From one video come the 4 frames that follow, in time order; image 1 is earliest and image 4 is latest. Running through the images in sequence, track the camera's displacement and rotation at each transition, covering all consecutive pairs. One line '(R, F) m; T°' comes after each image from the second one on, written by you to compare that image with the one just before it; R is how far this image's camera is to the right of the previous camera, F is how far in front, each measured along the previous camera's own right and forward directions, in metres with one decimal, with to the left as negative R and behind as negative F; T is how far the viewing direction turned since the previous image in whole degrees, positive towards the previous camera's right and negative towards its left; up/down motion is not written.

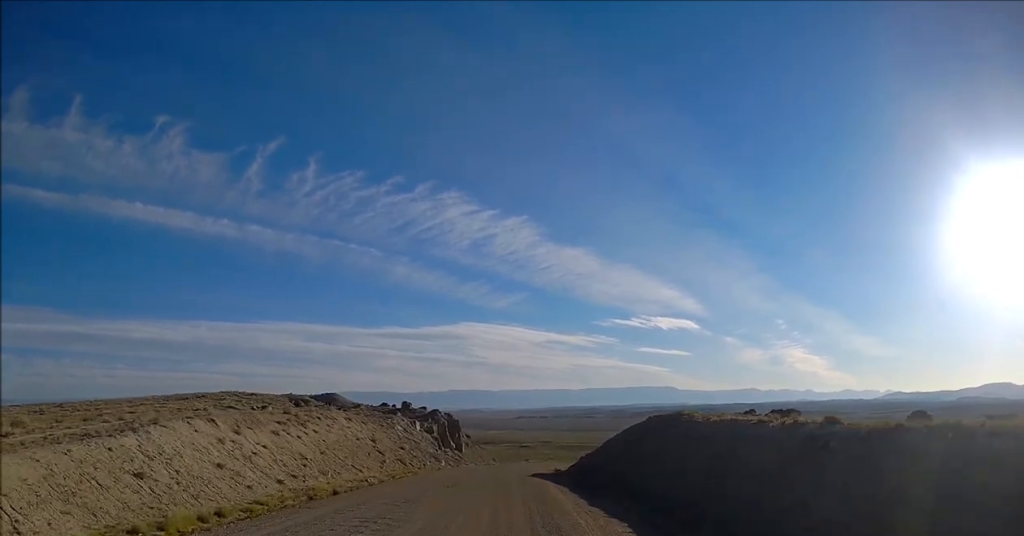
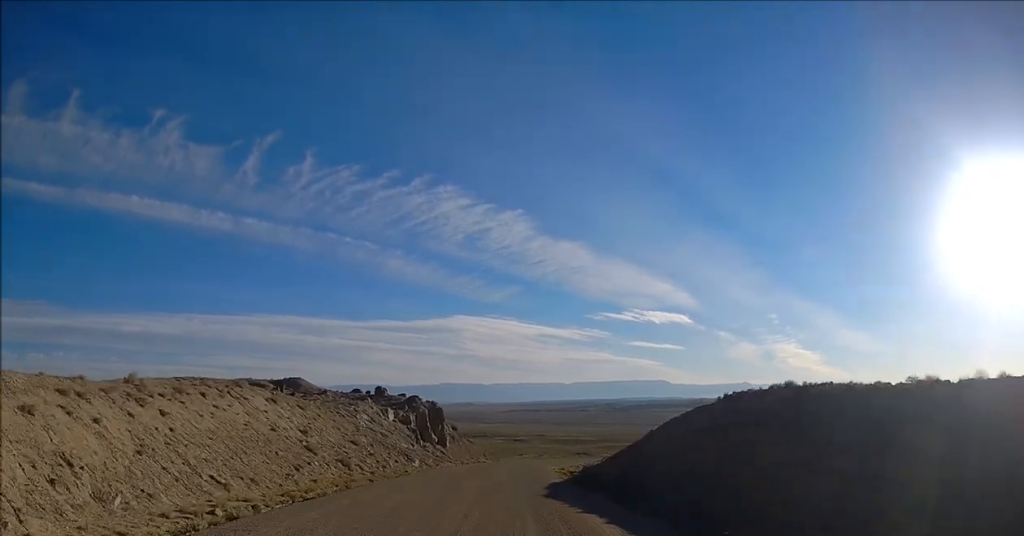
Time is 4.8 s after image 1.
(+0.3, +17.8) m; +3°
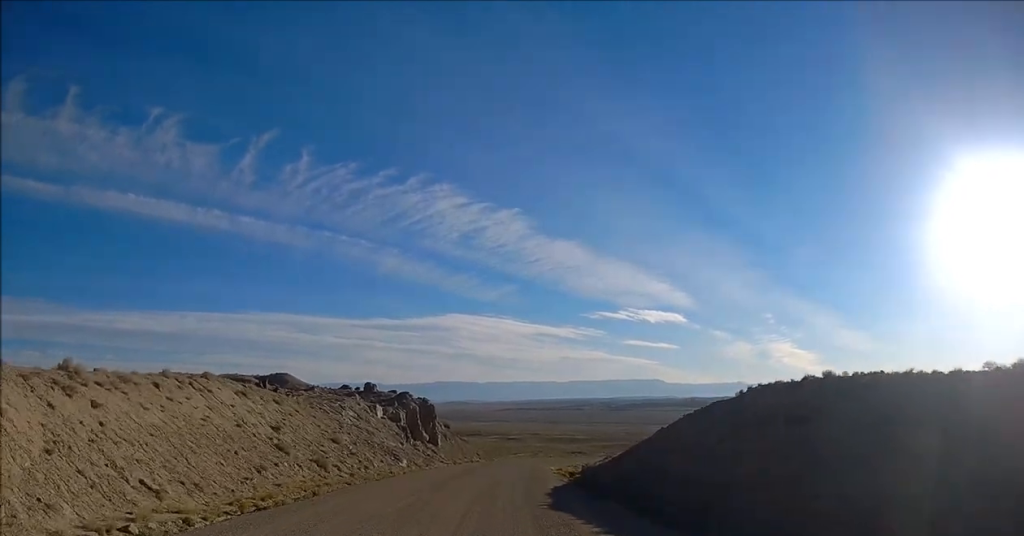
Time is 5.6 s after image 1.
(+0.1, +3.8) m; +1°
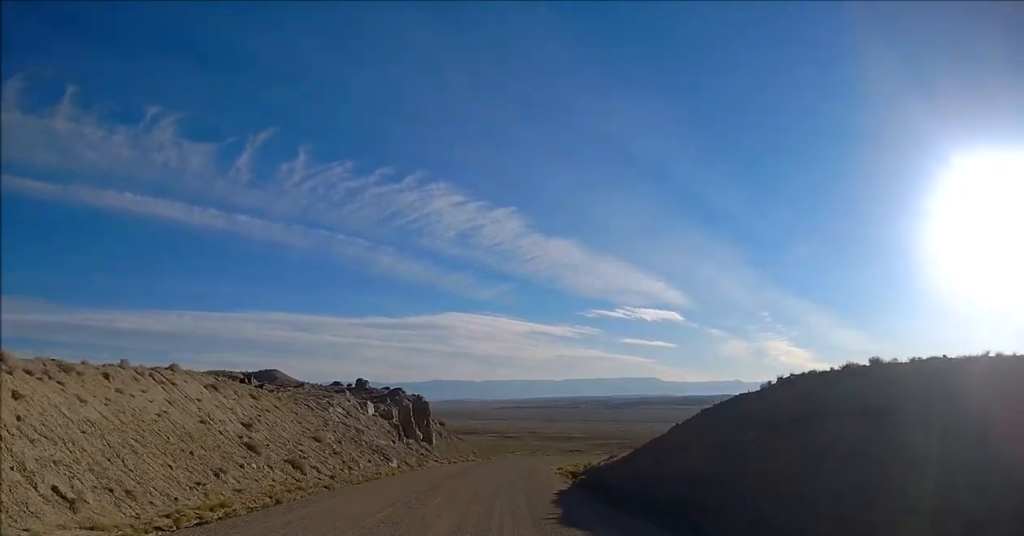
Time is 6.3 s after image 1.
(+0.2, +4.2) m; 0°
